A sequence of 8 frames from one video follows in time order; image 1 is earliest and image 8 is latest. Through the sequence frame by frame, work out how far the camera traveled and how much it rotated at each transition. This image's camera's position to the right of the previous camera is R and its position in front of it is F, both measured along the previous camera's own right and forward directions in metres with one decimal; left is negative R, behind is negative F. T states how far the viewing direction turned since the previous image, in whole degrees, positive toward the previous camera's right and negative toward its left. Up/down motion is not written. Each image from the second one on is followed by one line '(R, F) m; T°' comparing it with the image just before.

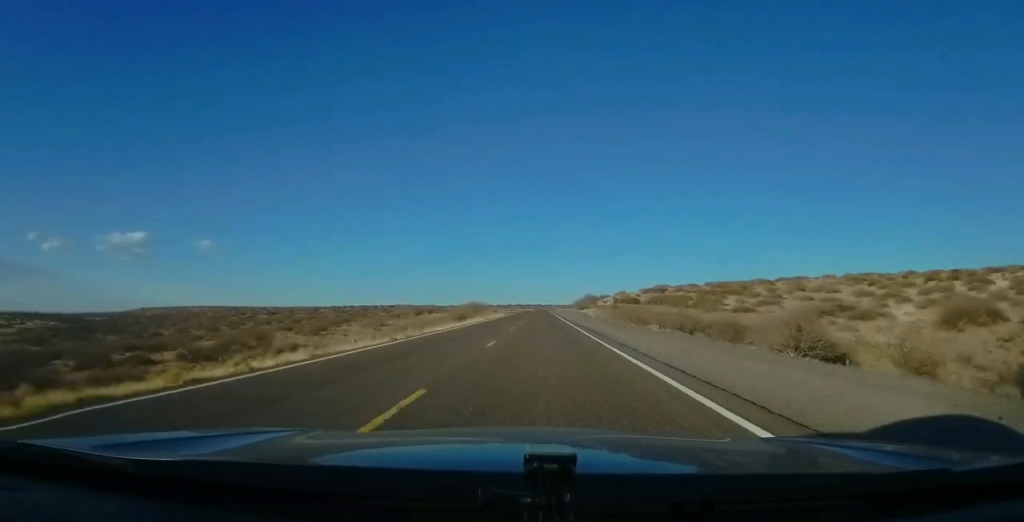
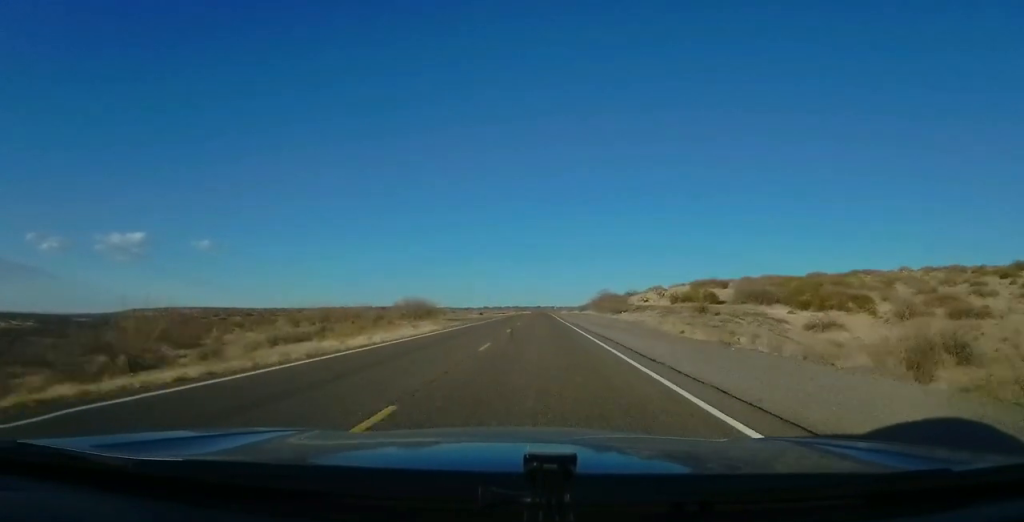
(-0.1, +62.8) m; 0°
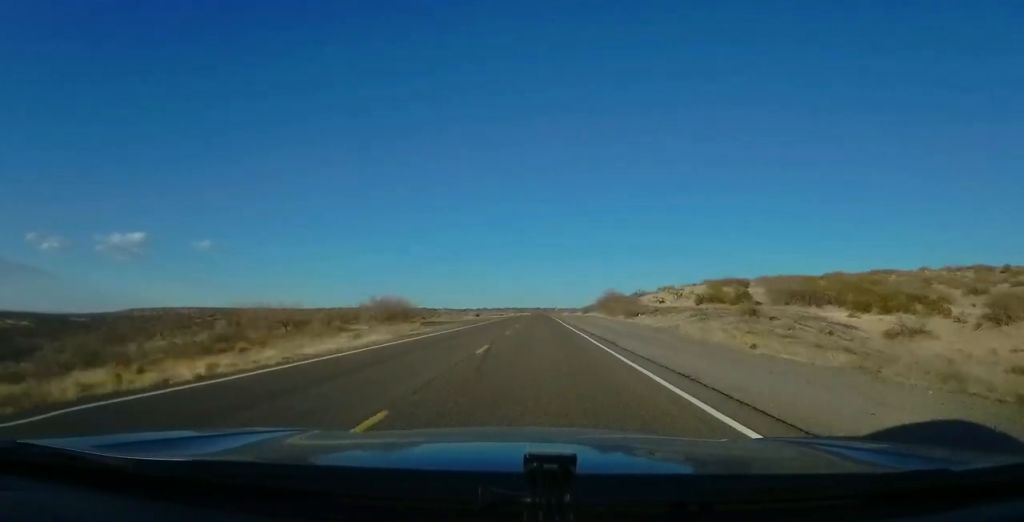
(+0.1, +12.7) m; 0°
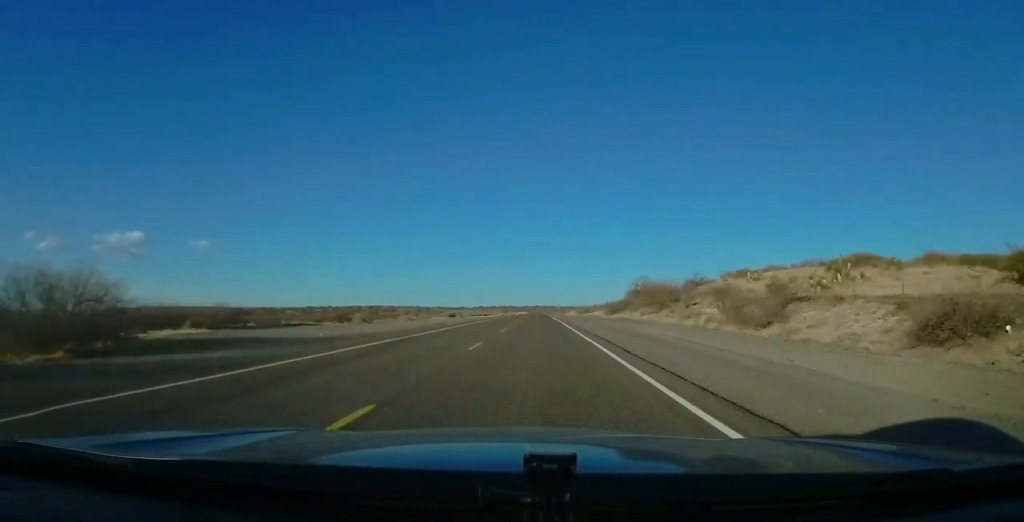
(-0.1, +48.8) m; 0°
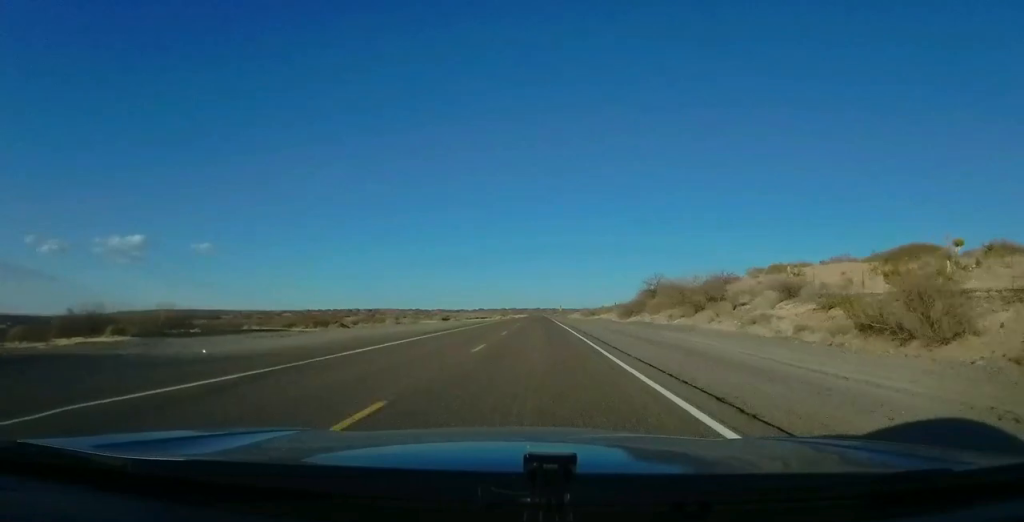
(+0.1, +11.7) m; 0°
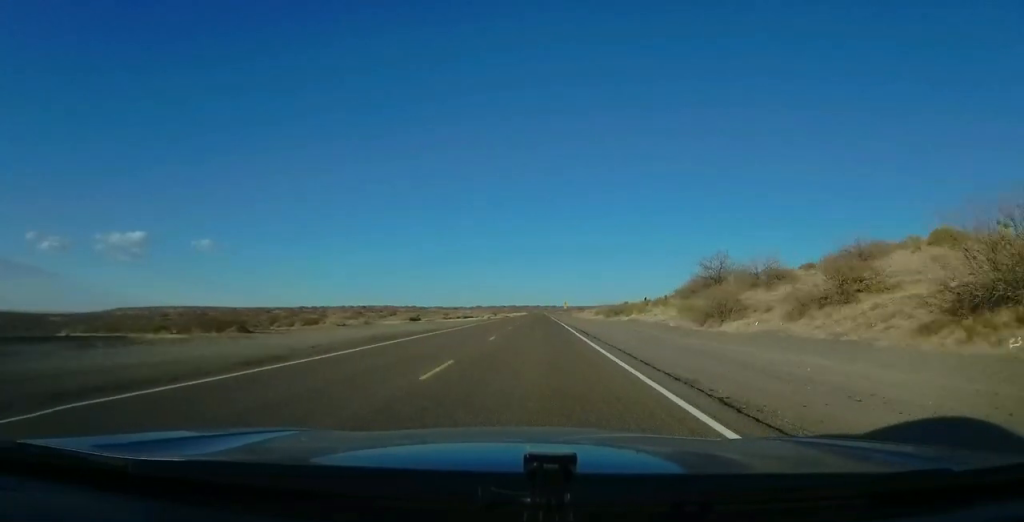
(+0.2, +31.3) m; 0°
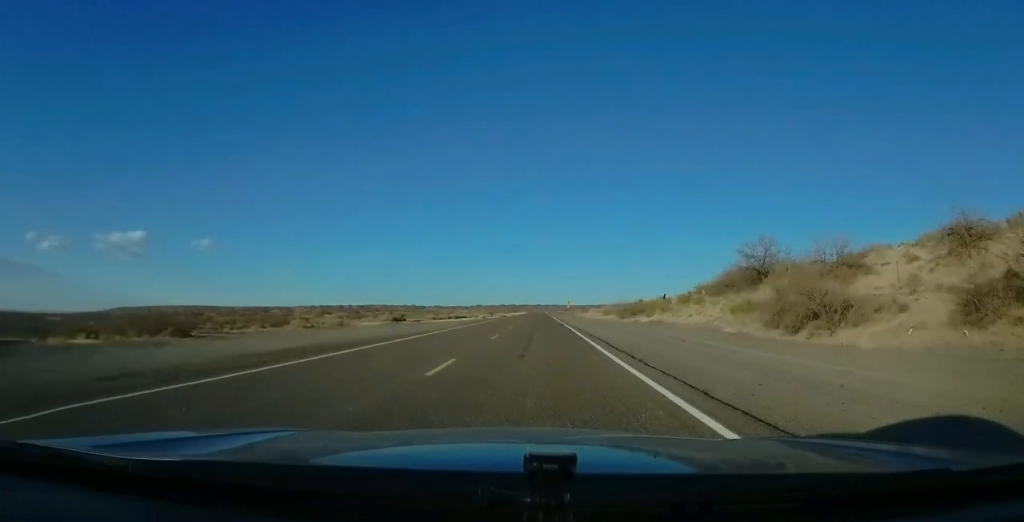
(+0.1, +11.7) m; 0°
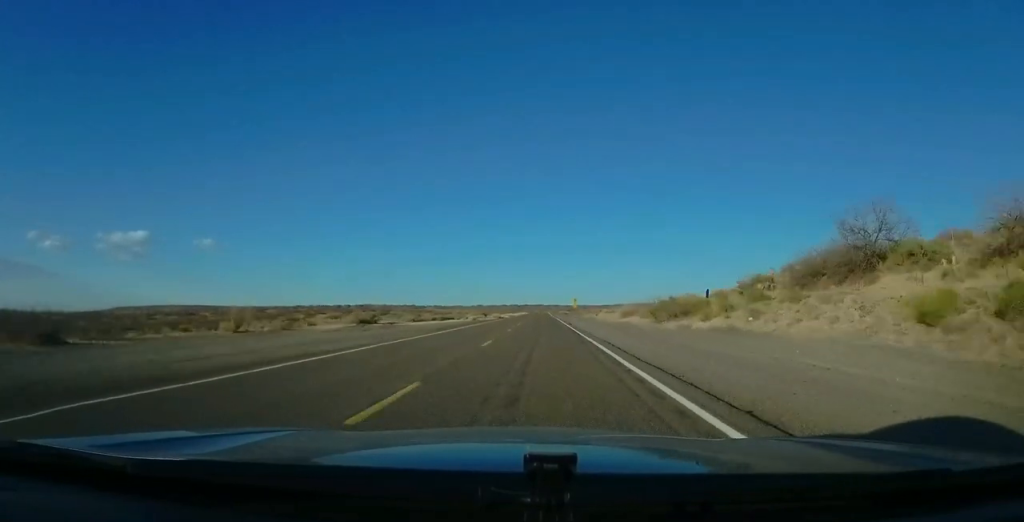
(-0.2, +16.8) m; 0°
